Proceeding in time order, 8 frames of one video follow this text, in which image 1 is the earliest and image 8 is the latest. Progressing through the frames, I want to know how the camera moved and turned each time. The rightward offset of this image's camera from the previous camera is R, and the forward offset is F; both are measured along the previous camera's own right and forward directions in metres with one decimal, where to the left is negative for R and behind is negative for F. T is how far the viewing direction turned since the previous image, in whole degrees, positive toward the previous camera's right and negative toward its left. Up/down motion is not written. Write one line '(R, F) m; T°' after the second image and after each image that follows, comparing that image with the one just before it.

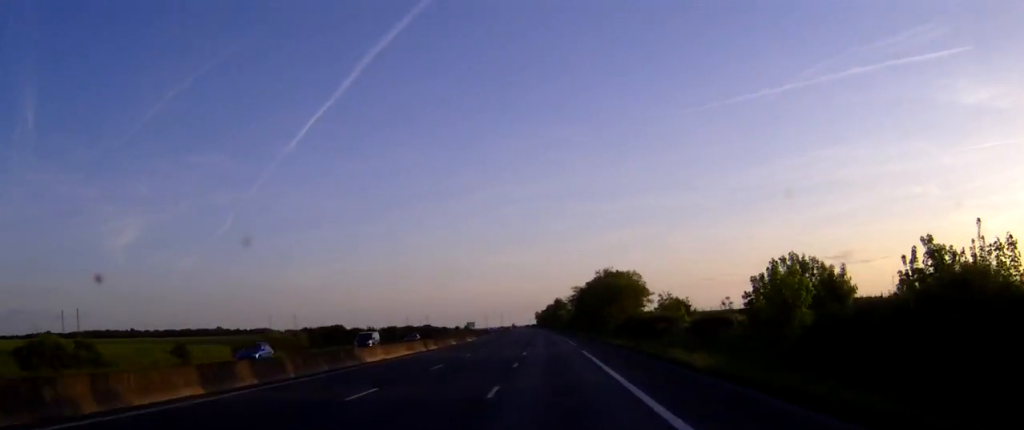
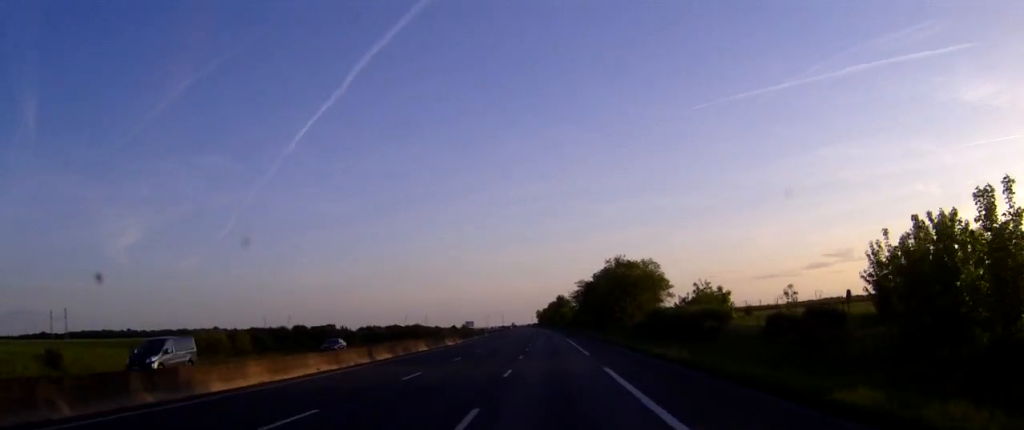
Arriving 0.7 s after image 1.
(-0.1, +18.9) m; 0°
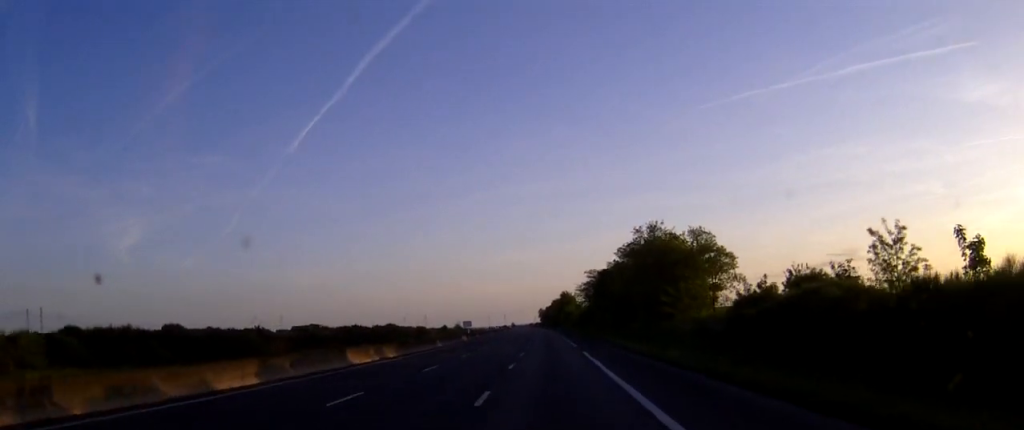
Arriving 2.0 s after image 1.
(0.0, +35.0) m; 0°
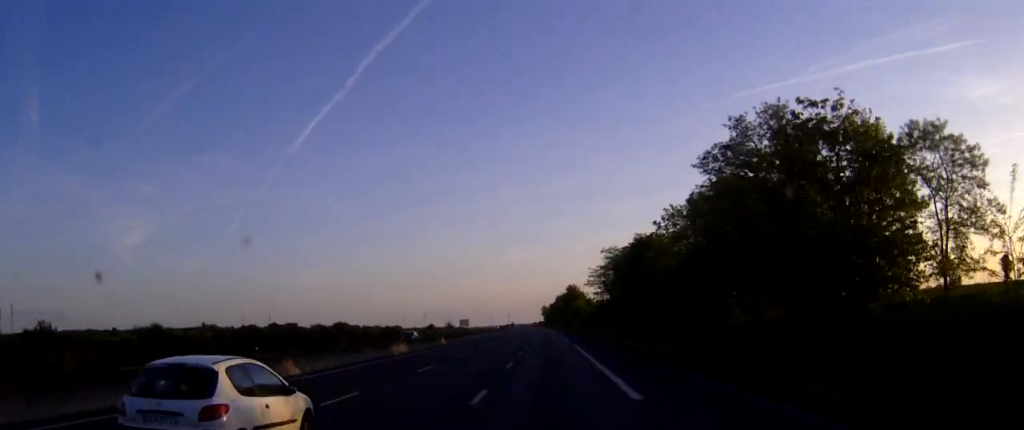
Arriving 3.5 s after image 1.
(-0.2, +39.3) m; -1°
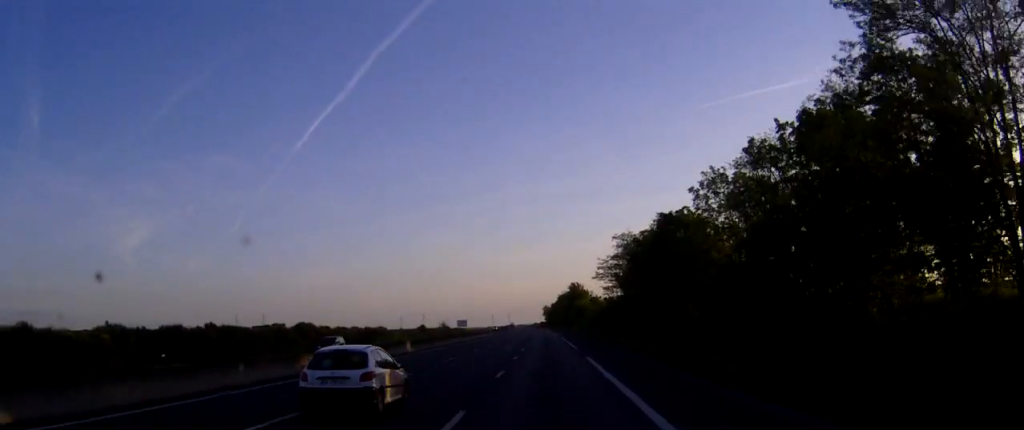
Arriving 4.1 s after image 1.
(0.0, +17.9) m; 0°
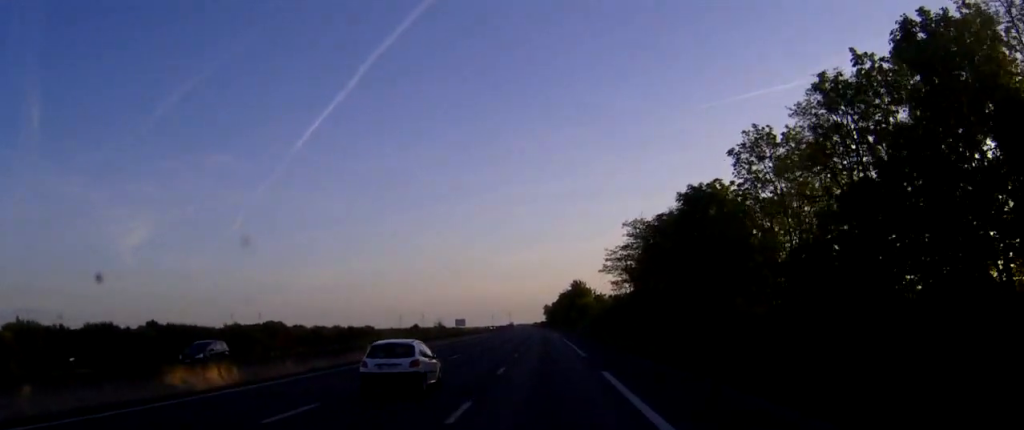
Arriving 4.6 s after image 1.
(0.0, +11.7) m; 0°
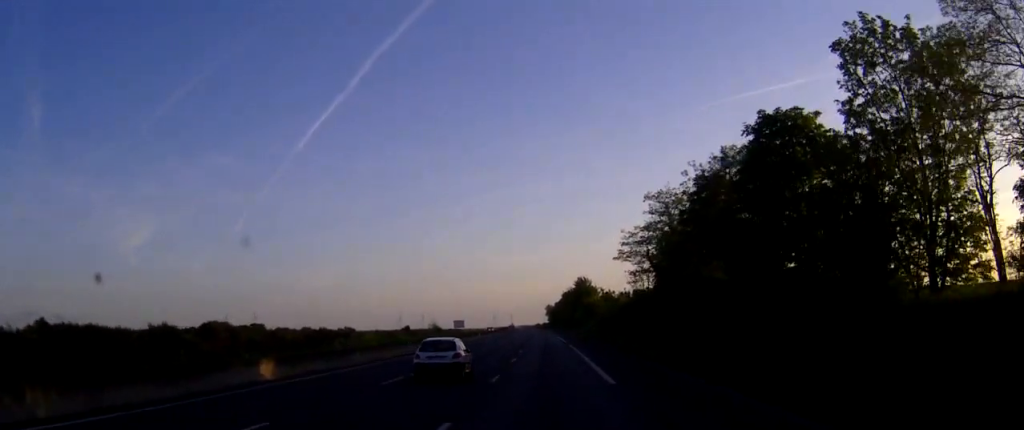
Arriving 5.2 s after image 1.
(0.0, +16.2) m; 0°
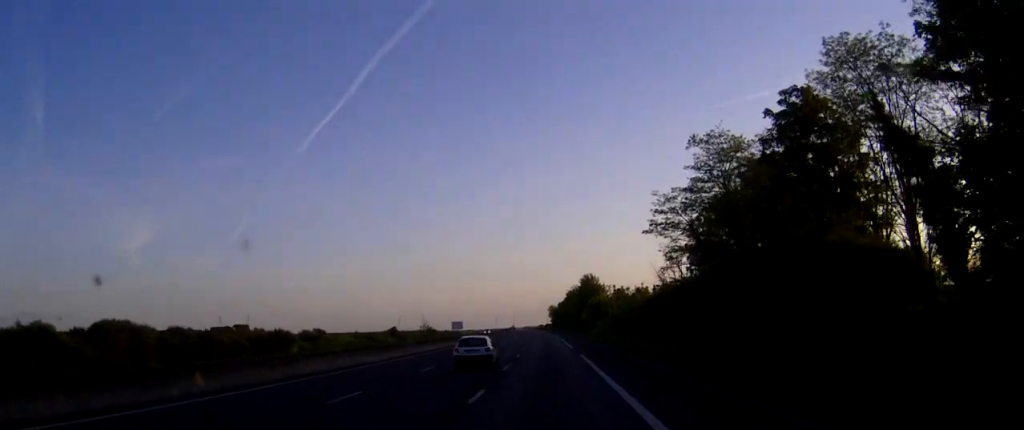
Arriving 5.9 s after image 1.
(-0.1, +18.8) m; 0°
